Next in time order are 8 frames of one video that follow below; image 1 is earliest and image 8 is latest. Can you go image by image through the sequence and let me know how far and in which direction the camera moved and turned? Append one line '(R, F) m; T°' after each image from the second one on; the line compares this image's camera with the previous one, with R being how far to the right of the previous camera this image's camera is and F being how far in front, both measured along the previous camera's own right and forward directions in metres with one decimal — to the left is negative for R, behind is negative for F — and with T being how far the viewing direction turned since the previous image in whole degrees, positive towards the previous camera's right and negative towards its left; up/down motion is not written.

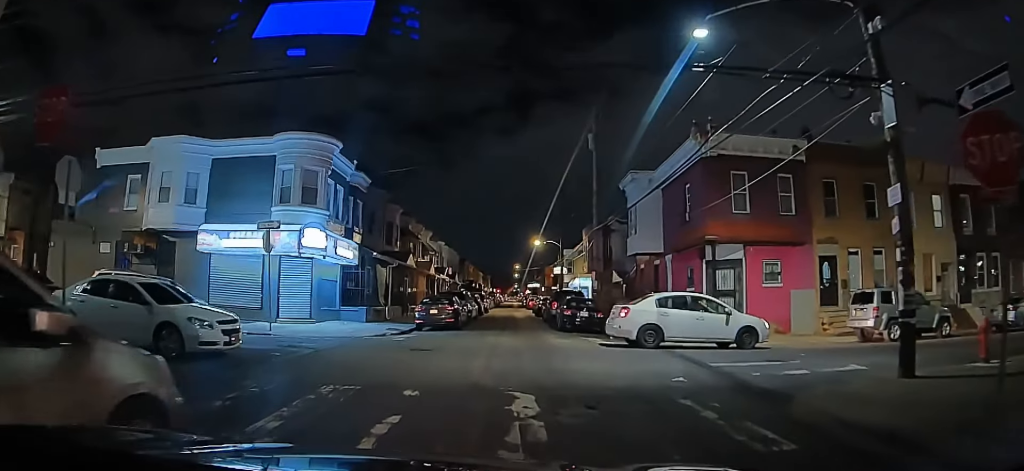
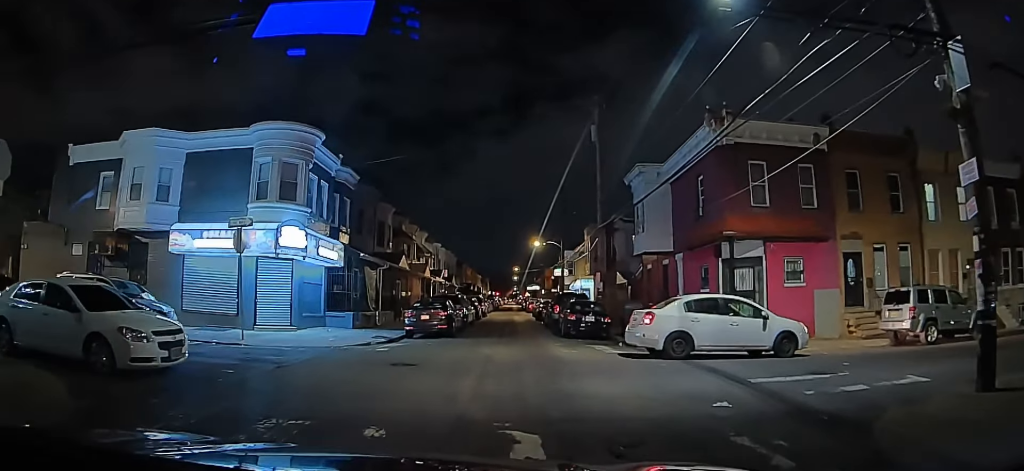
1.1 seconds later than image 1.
(0.0, +3.0) m; +1°
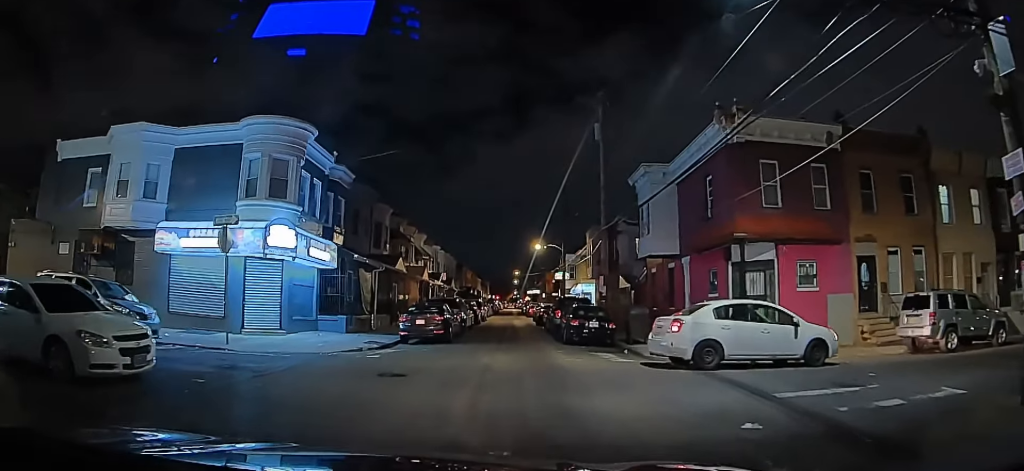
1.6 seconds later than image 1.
(0.0, +1.6) m; 0°
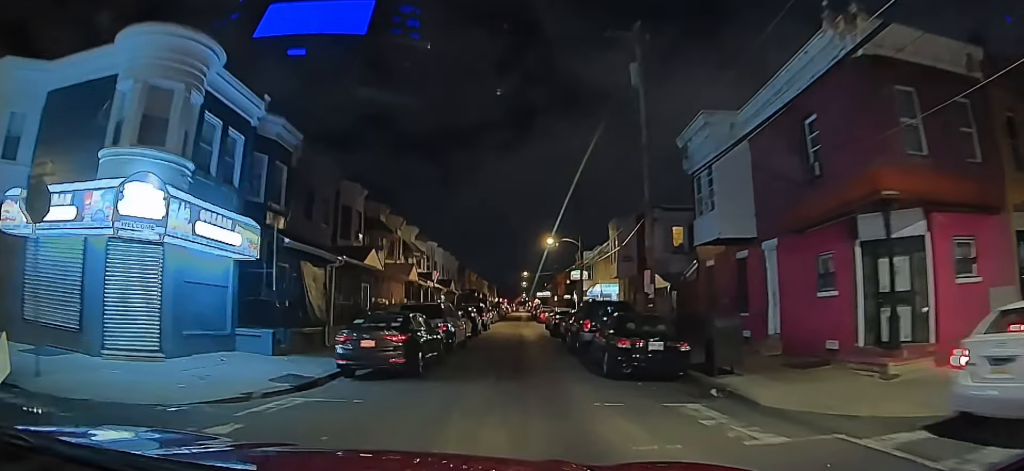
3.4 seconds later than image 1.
(-0.2, +8.3) m; -1°
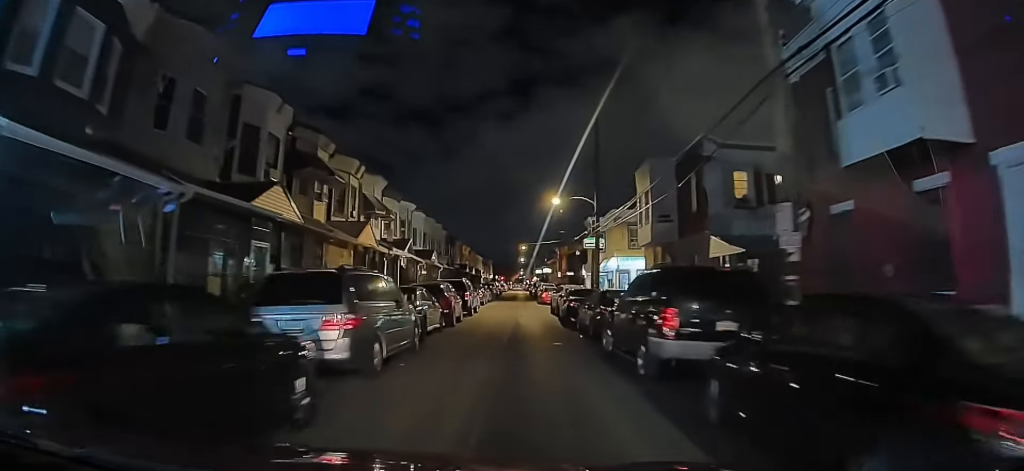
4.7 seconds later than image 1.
(+0.3, +9.8) m; +2°
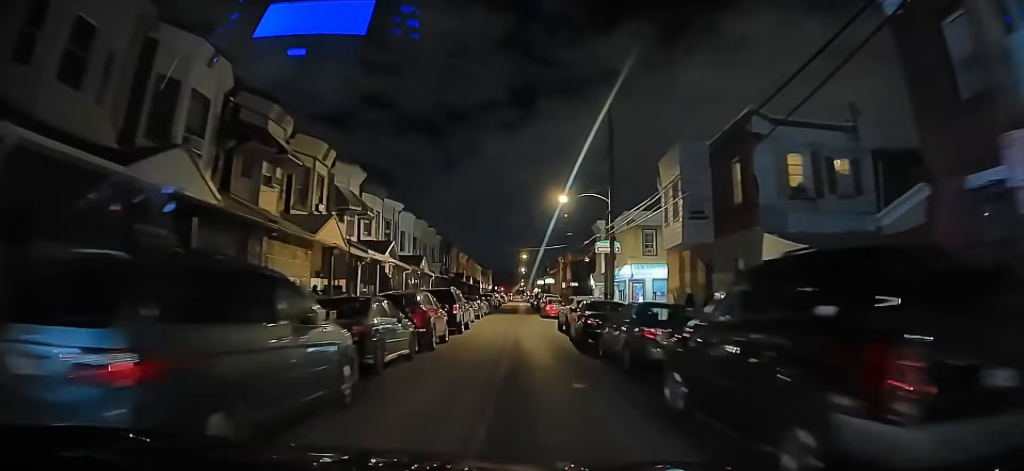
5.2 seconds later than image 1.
(+0.1, +4.6) m; 0°
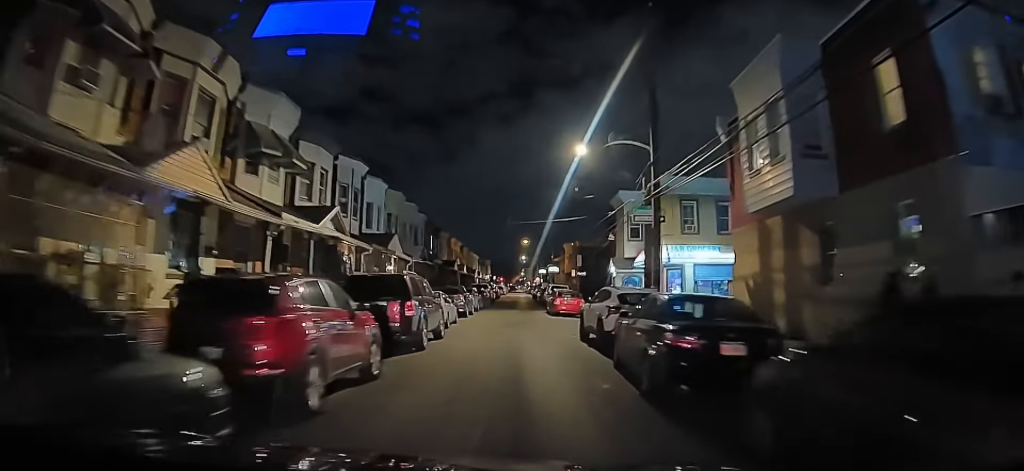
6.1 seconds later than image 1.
(-0.1, +8.8) m; -1°
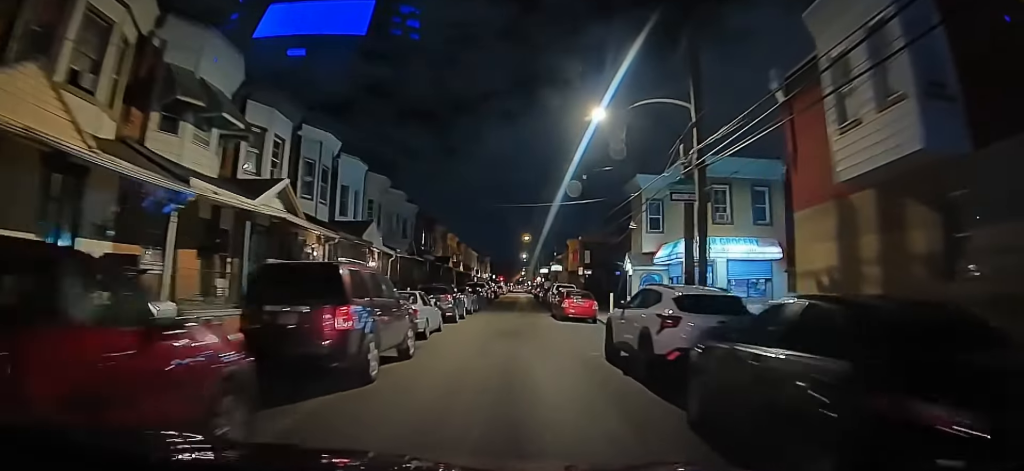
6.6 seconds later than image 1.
(0.0, +4.8) m; -1°
